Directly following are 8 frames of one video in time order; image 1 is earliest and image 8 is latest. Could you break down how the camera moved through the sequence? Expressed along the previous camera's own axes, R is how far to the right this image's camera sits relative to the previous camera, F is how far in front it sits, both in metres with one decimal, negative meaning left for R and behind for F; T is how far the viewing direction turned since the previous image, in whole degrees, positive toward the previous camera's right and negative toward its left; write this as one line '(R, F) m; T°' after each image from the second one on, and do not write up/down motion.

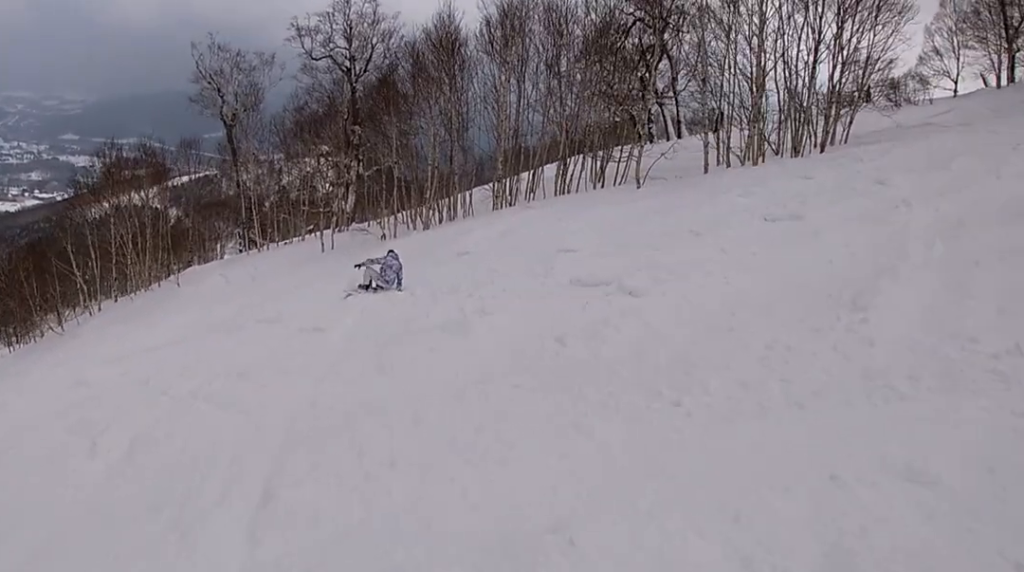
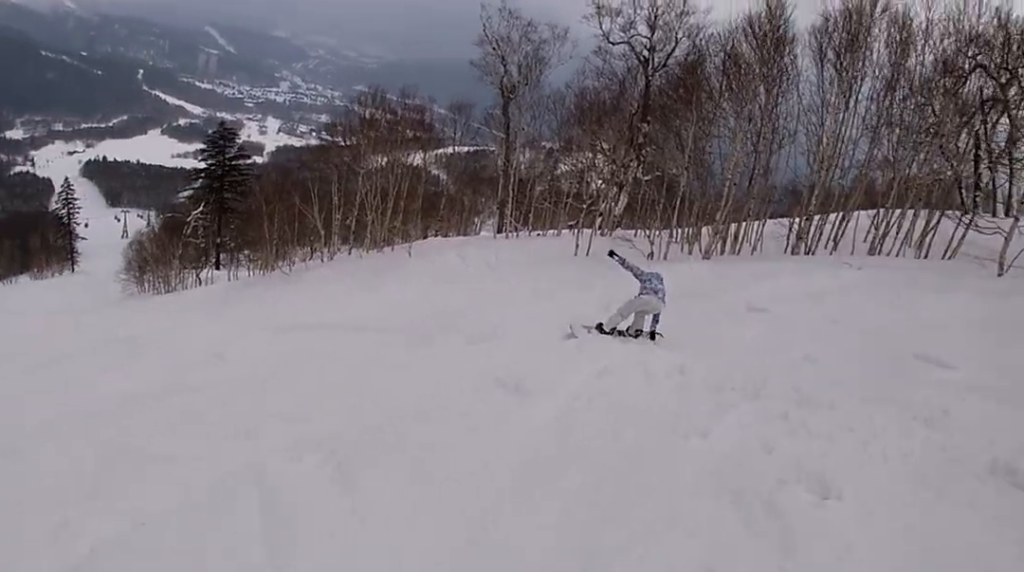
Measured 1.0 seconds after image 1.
(-0.2, +3.3) m; -23°
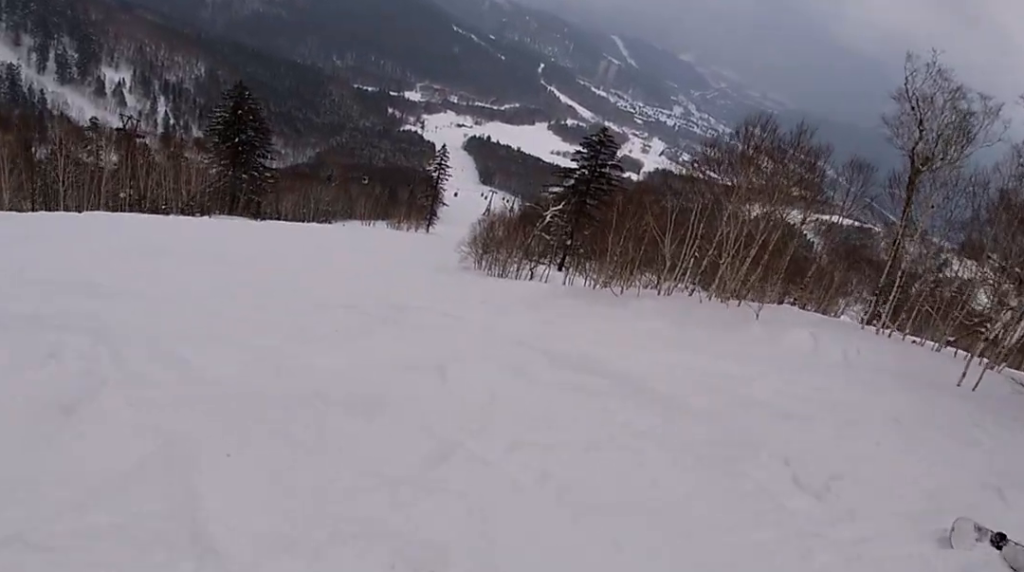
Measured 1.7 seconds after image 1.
(-0.8, +2.3) m; -21°
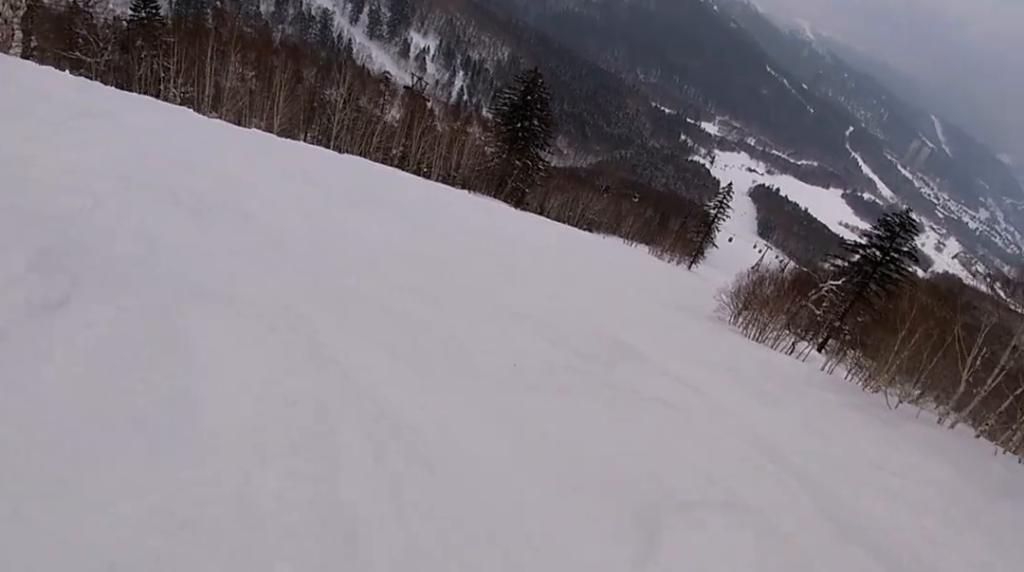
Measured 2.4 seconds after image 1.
(-0.3, +2.6) m; -22°
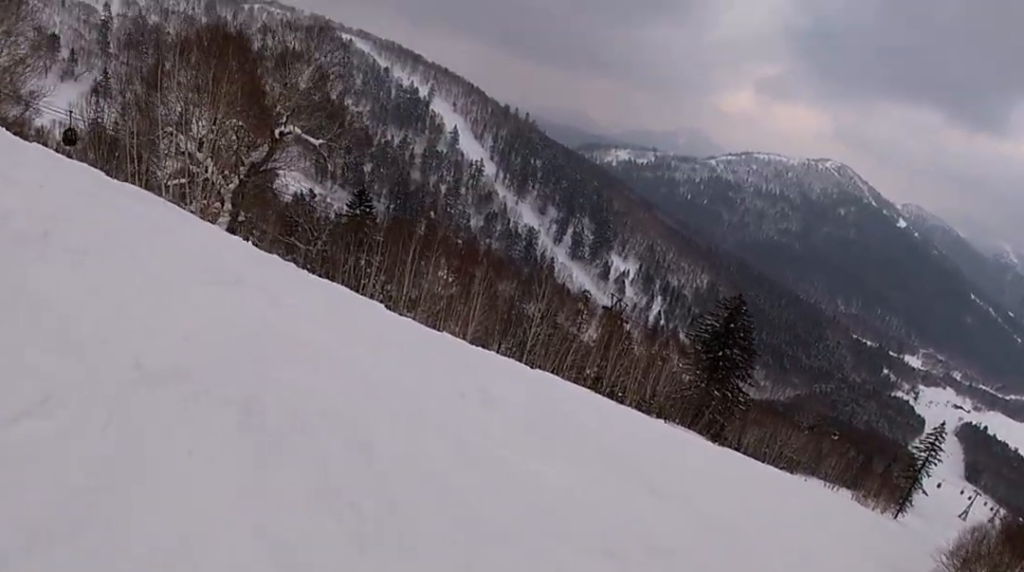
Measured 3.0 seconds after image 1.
(-0.1, +2.3) m; -18°
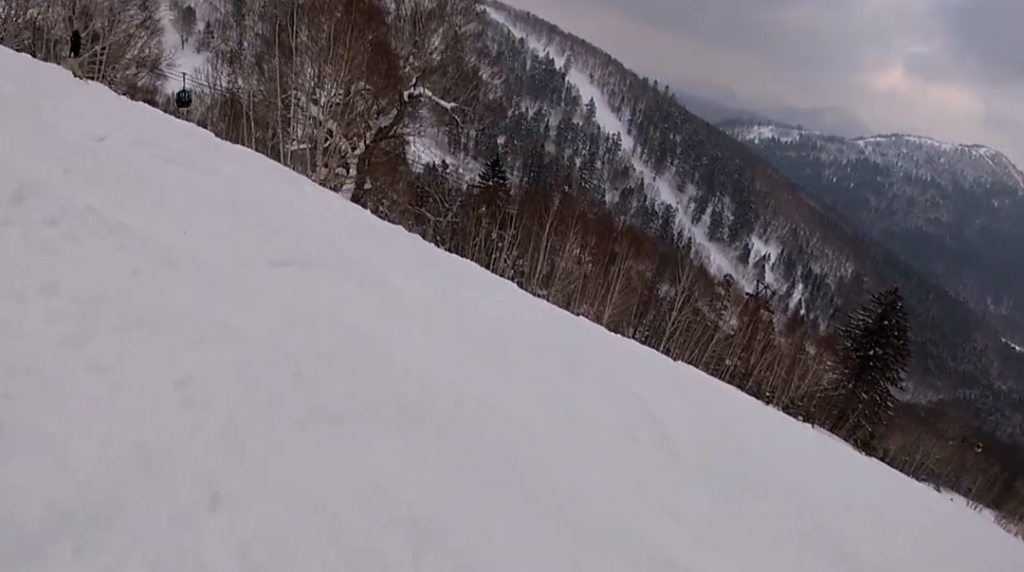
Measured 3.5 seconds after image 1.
(-0.8, +2.1) m; -11°
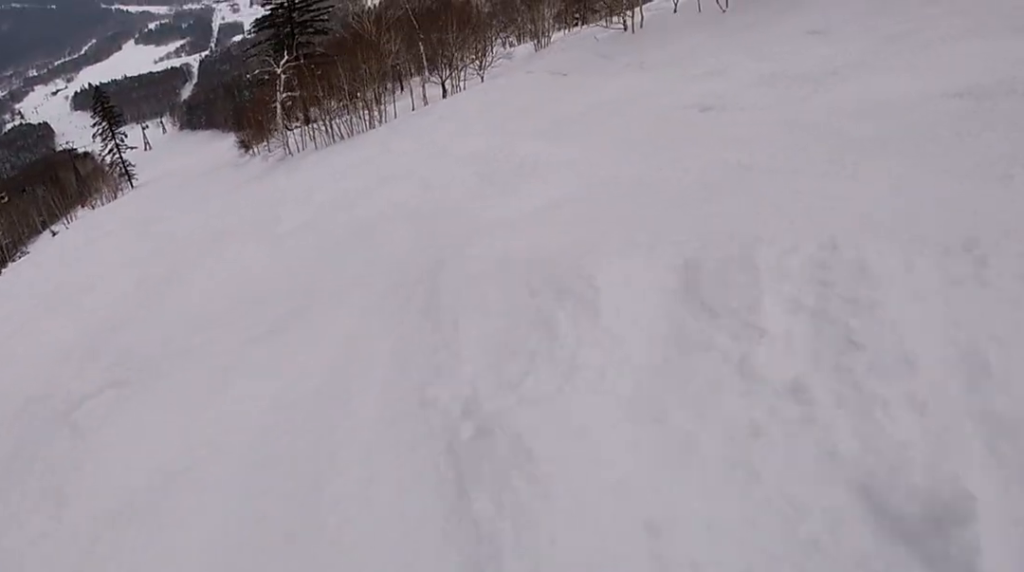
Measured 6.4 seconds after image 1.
(+6.0, +8.4) m; +92°
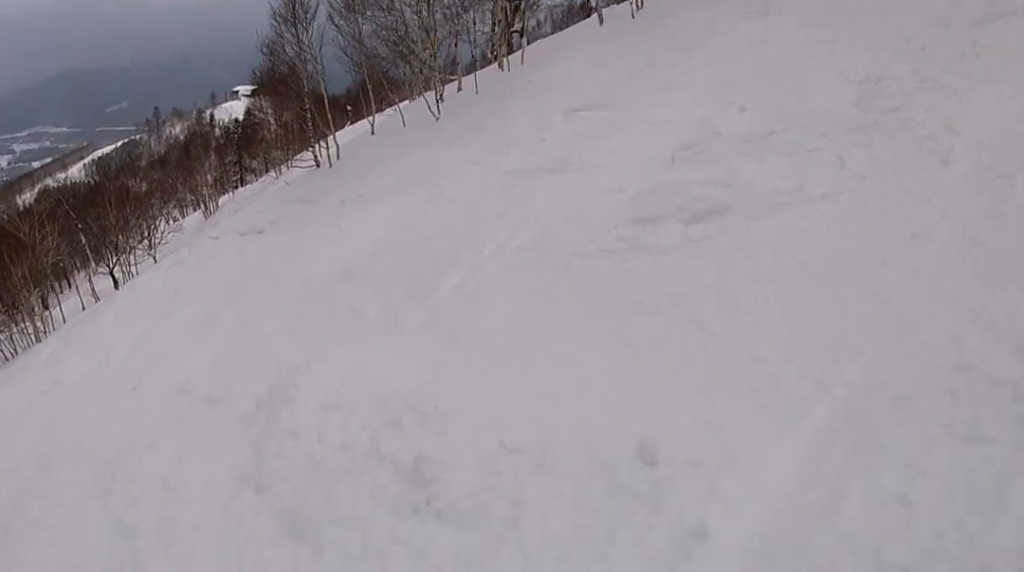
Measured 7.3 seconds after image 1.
(+1.6, +4.2) m; +25°
